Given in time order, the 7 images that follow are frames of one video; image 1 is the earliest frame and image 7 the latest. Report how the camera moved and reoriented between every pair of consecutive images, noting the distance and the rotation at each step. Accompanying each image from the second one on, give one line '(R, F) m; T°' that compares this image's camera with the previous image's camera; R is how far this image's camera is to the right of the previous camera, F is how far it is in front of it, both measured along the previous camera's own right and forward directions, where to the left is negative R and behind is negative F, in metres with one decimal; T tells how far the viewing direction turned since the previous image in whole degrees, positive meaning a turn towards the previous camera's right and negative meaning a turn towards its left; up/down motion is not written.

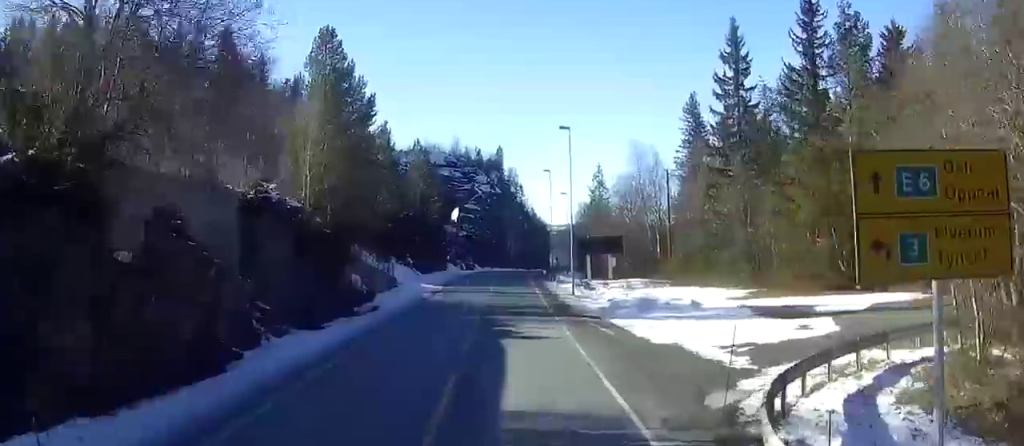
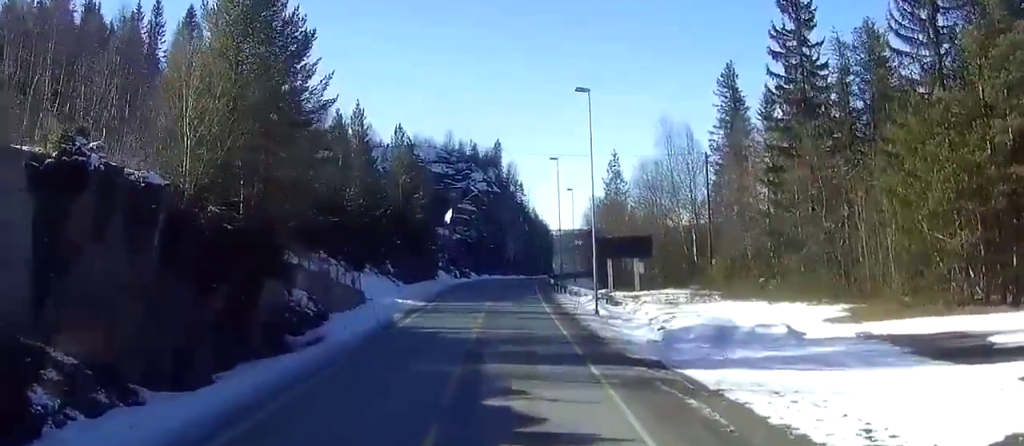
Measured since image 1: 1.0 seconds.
(0.0, +18.8) m; 0°
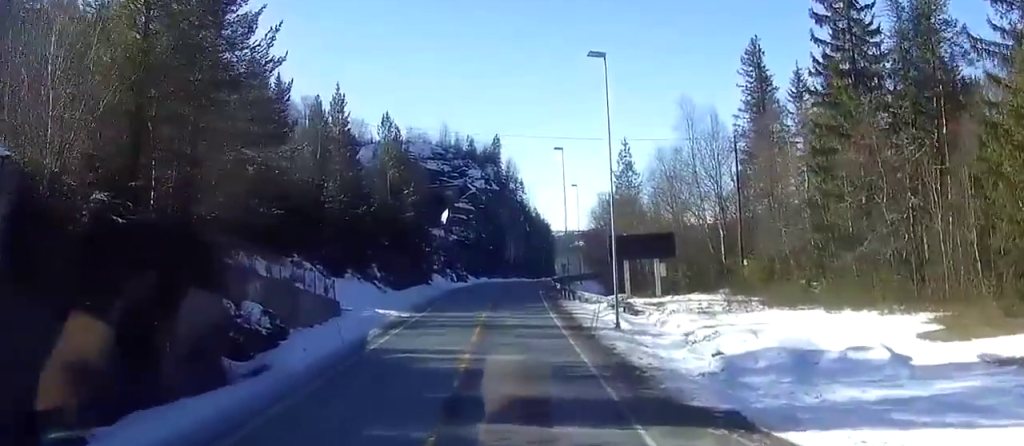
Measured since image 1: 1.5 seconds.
(0.0, +9.7) m; 0°
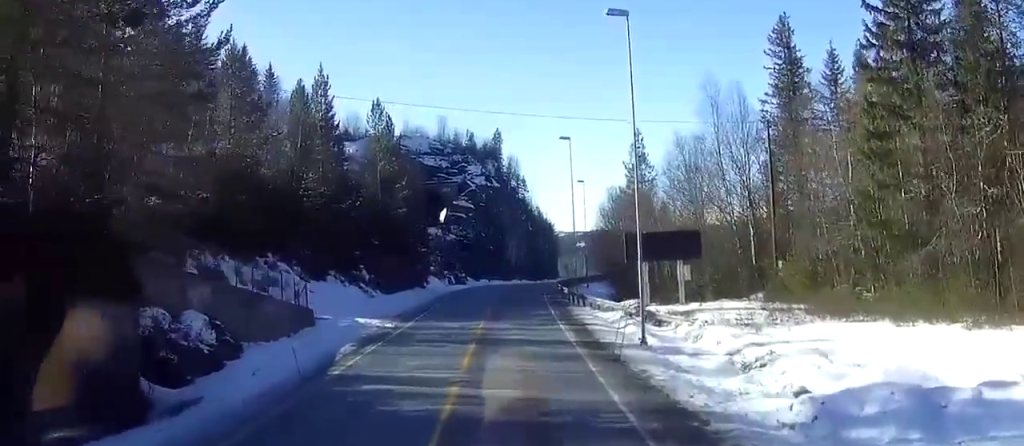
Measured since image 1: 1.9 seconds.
(0.0, +7.8) m; 0°
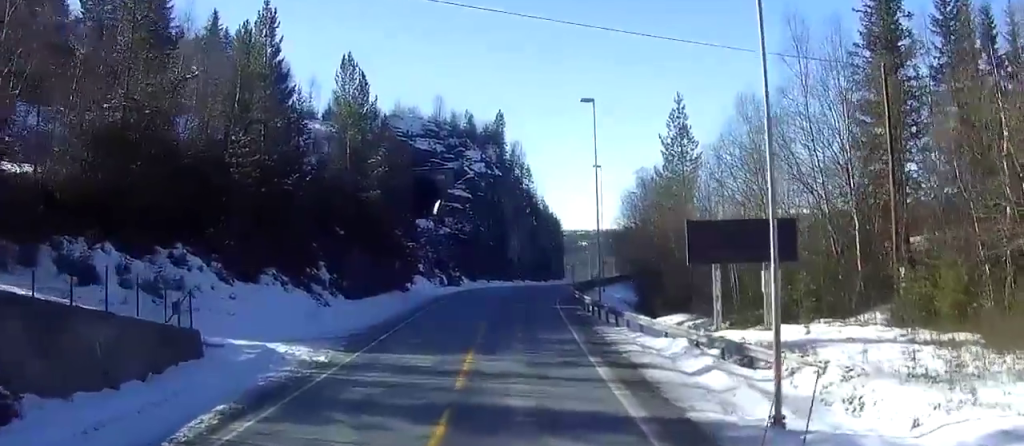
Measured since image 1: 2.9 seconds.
(0.0, +17.5) m; 0°
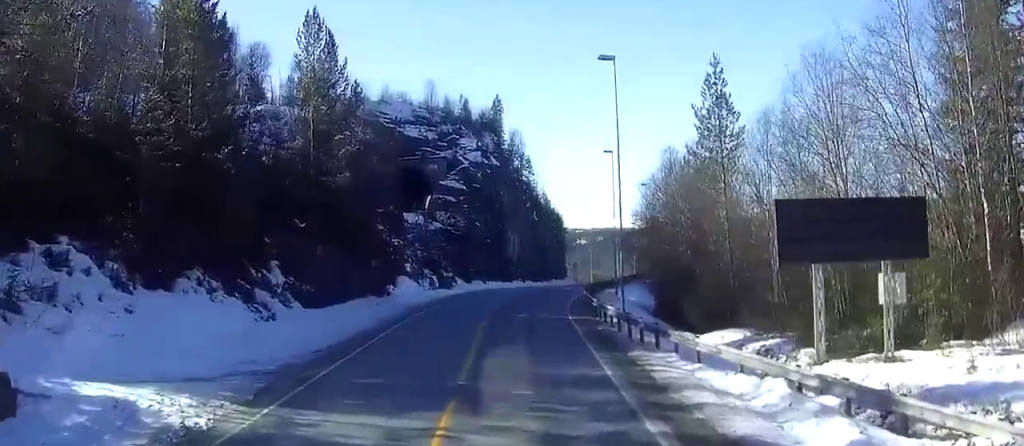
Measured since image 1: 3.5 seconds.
(0.0, +11.8) m; 0°
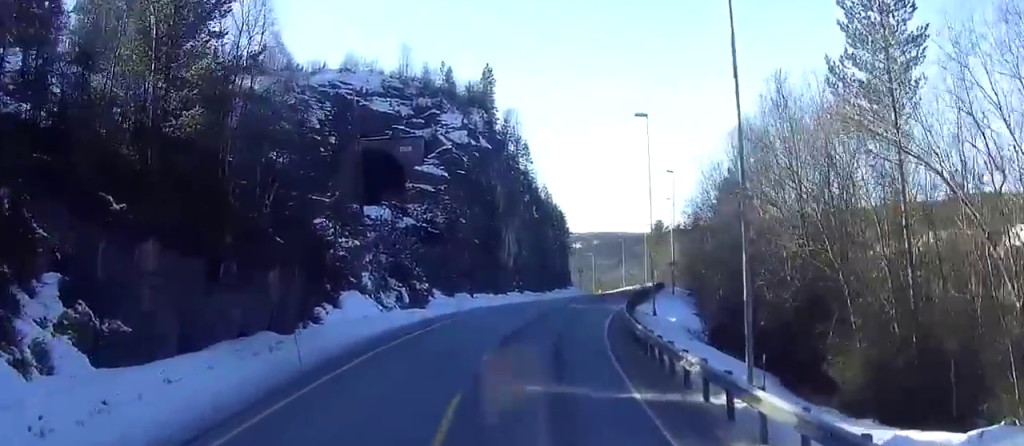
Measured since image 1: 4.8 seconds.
(0.0, +23.8) m; +1°
